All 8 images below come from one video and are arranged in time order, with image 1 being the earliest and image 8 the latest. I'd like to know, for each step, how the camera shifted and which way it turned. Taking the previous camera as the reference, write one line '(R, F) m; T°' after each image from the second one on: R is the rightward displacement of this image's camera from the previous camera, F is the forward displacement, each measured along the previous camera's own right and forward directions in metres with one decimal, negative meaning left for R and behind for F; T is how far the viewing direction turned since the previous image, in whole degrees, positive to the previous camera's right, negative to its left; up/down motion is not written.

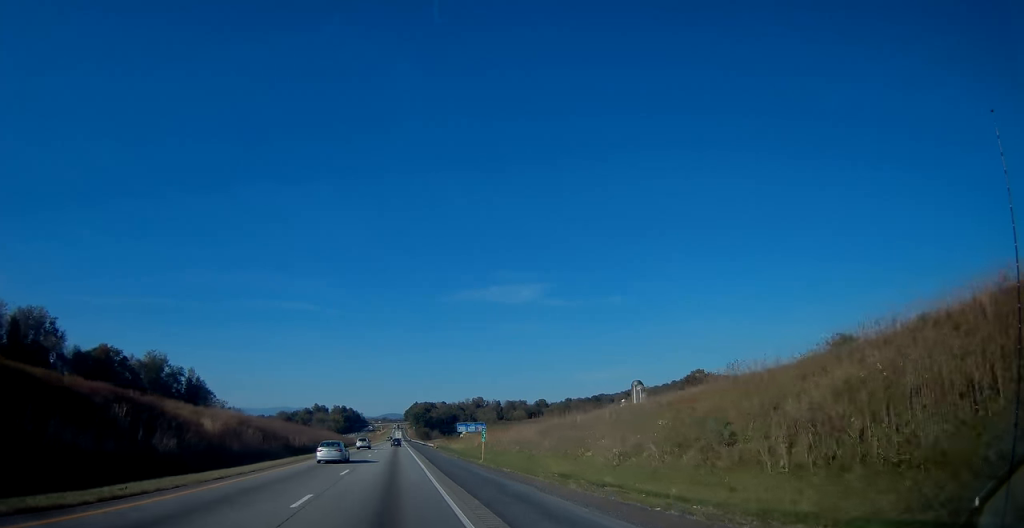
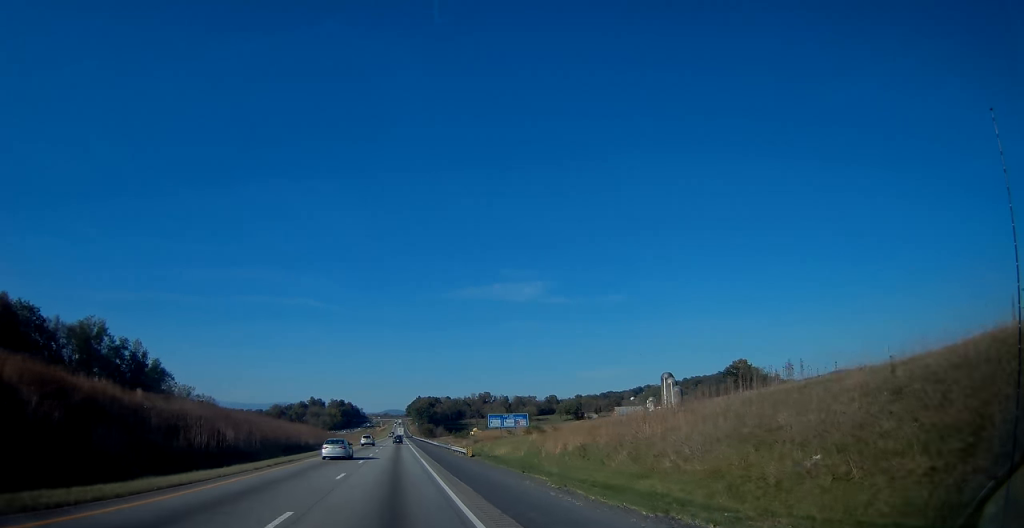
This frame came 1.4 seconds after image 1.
(+0.2, +39.4) m; +1°
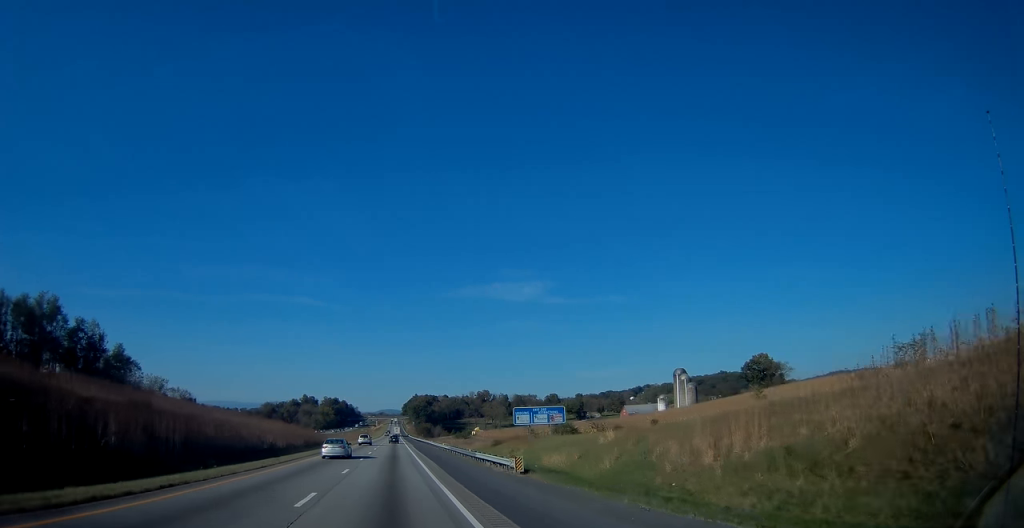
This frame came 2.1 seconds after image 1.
(0.0, +20.2) m; 0°
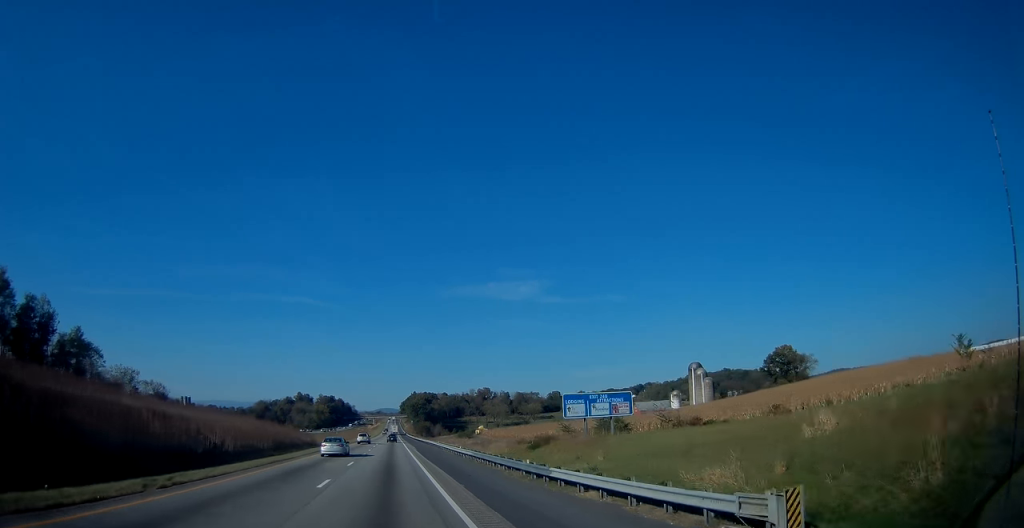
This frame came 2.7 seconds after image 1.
(0.0, +19.2) m; 0°
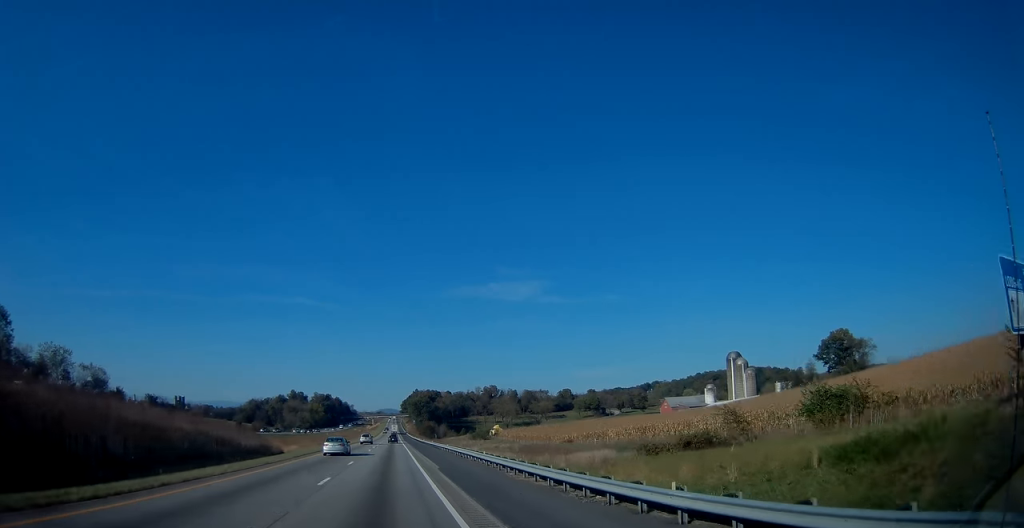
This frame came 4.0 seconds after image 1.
(0.0, +35.6) m; 0°
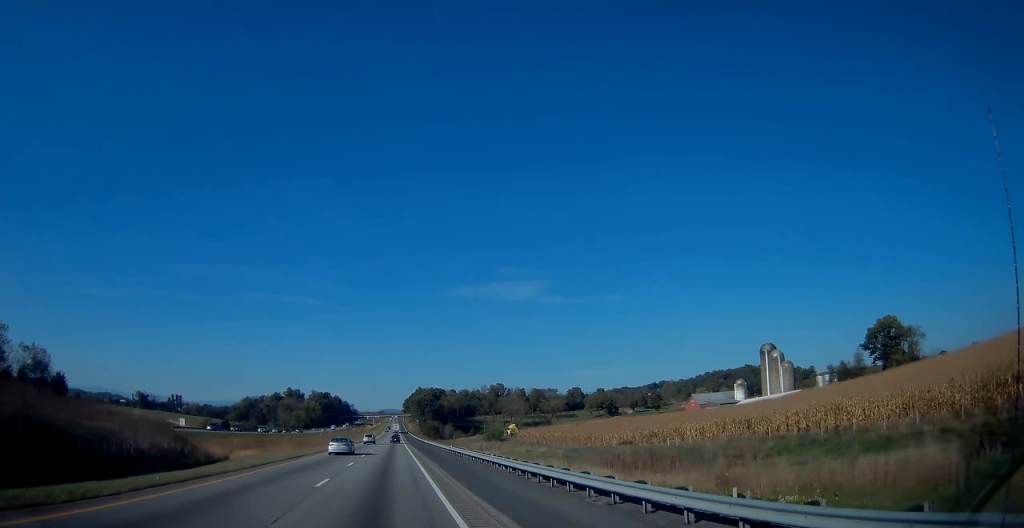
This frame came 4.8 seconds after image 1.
(0.0, +25.0) m; 0°
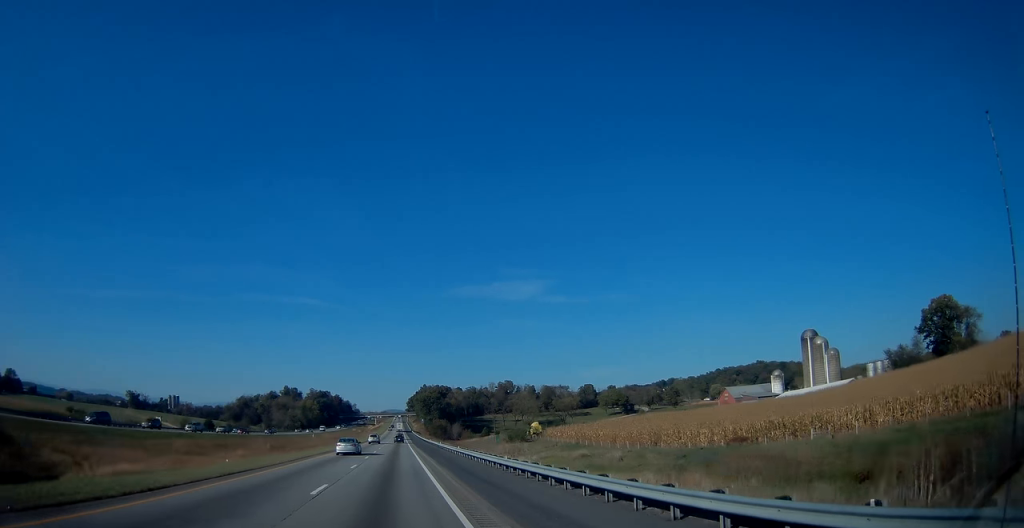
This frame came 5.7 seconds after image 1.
(0.0, +26.0) m; 0°
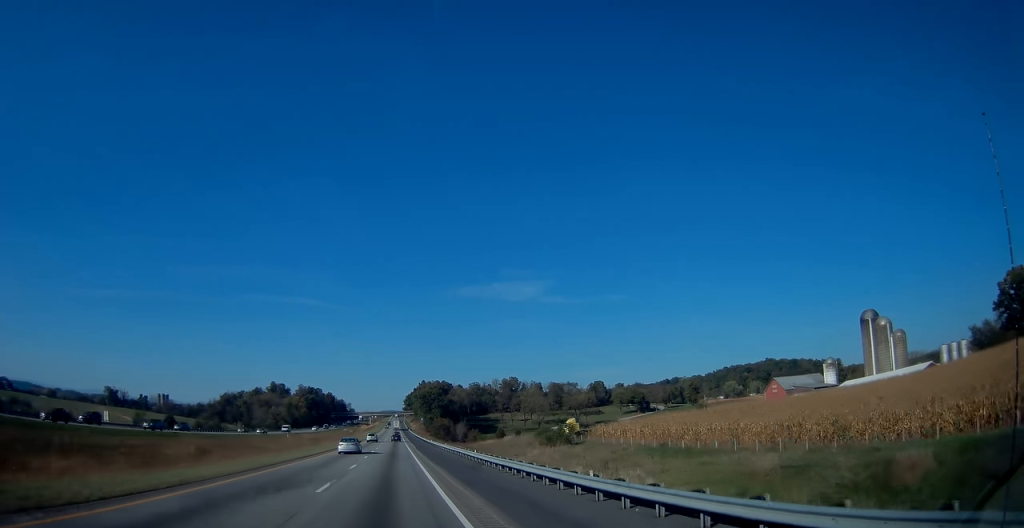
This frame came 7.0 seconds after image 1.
(0.0, +35.7) m; 0°
